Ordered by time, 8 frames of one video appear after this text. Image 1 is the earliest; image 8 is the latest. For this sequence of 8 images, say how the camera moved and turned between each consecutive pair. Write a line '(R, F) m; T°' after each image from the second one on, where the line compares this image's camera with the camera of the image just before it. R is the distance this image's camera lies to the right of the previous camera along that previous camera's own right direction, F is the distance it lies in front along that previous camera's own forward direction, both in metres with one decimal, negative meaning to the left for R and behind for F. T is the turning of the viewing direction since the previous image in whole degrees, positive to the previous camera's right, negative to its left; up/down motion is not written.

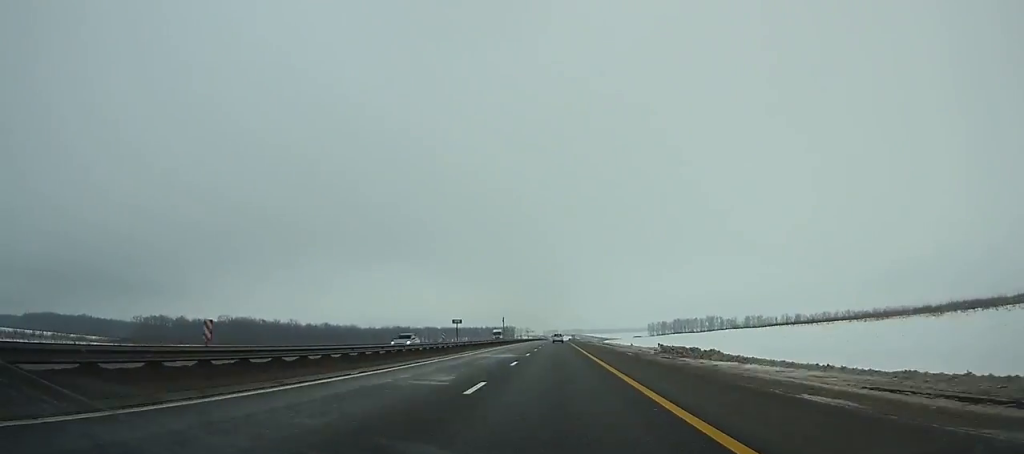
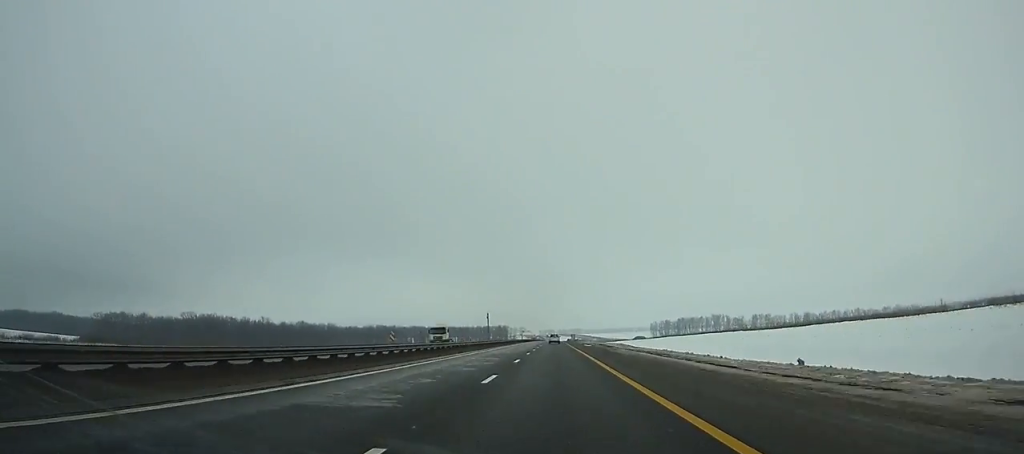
(0.0, +45.2) m; 0°
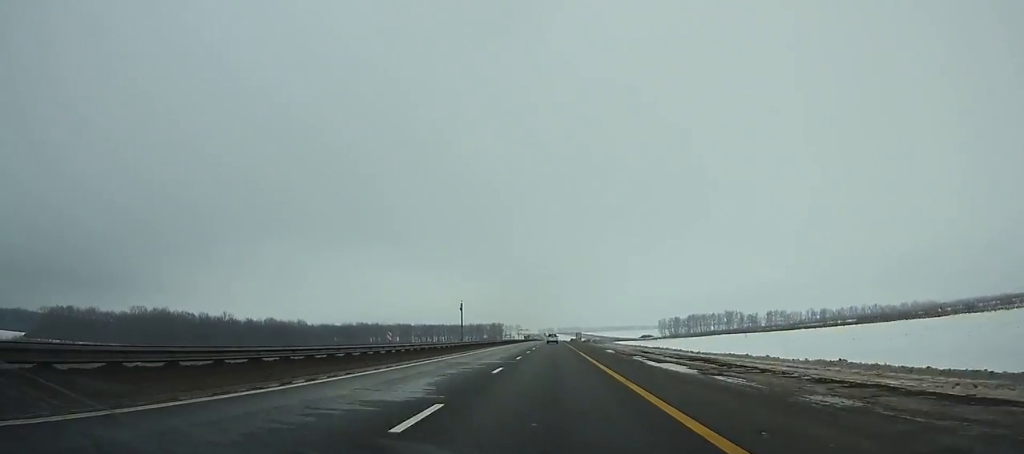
(0.0, +55.2) m; 0°
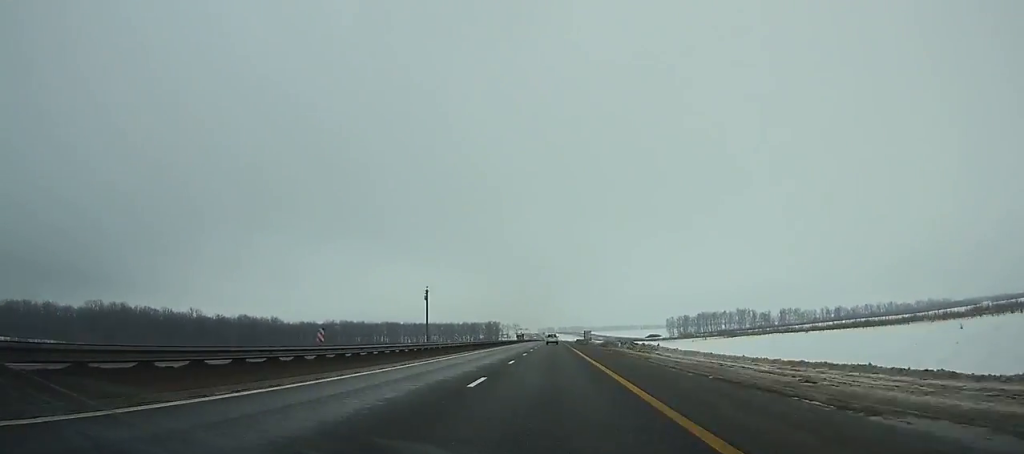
(0.0, +42.1) m; 0°
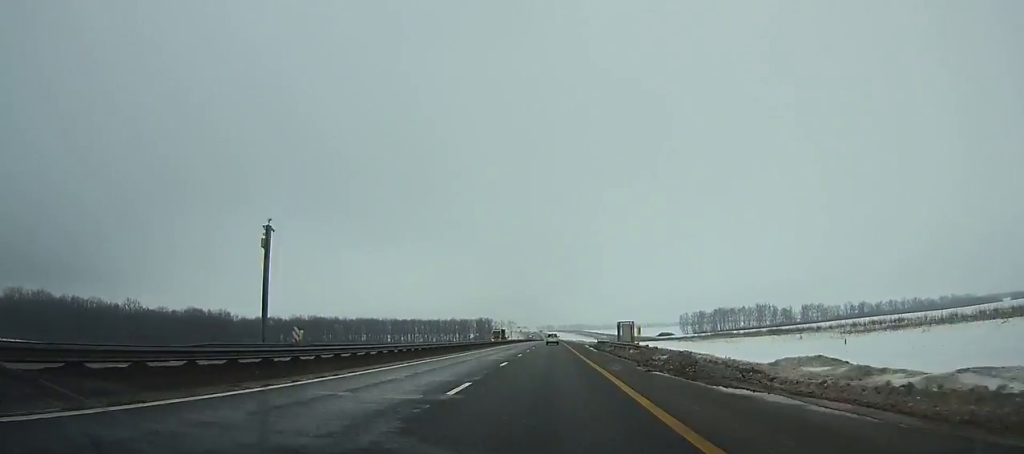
(+0.1, +61.9) m; 0°
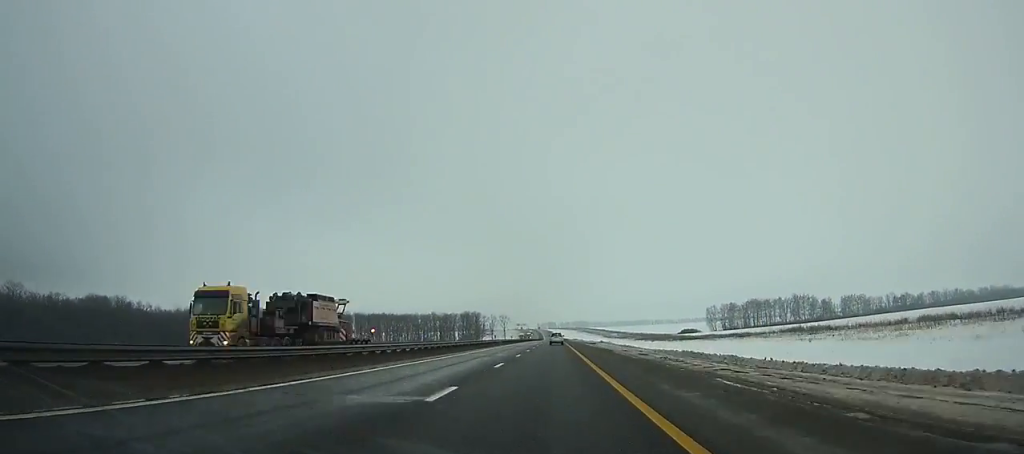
(-0.1, +85.0) m; 0°
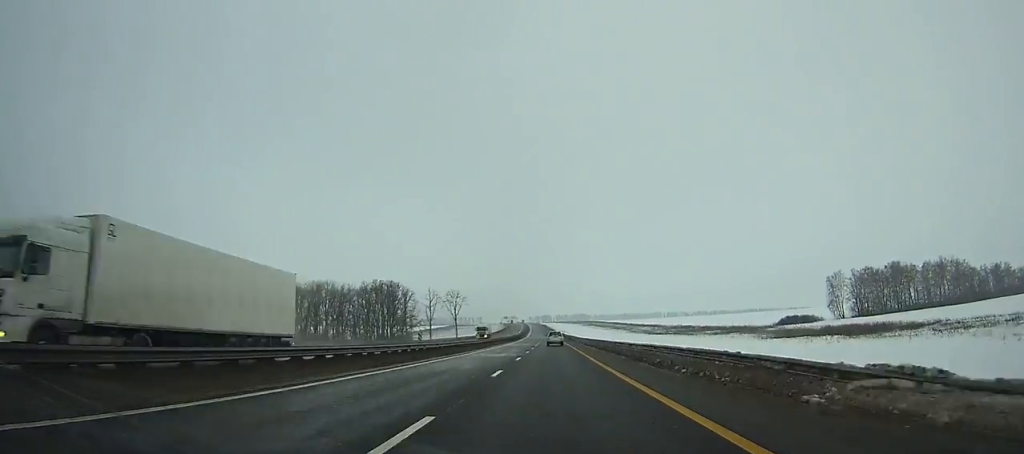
(+0.3, +192.3) m; 0°
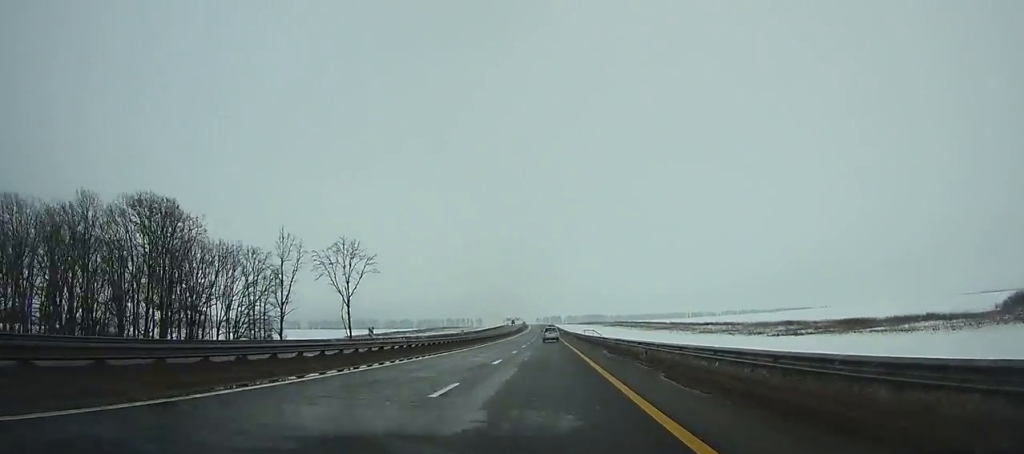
(-0.1, +125.1) m; -1°
